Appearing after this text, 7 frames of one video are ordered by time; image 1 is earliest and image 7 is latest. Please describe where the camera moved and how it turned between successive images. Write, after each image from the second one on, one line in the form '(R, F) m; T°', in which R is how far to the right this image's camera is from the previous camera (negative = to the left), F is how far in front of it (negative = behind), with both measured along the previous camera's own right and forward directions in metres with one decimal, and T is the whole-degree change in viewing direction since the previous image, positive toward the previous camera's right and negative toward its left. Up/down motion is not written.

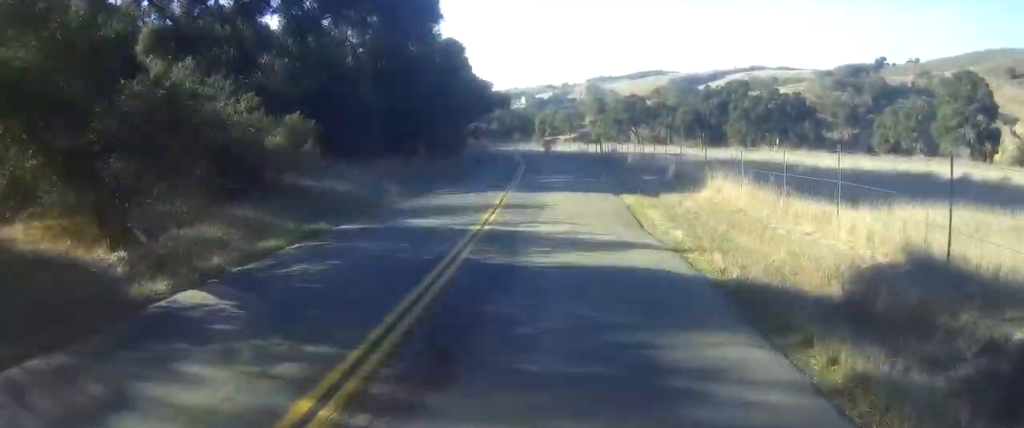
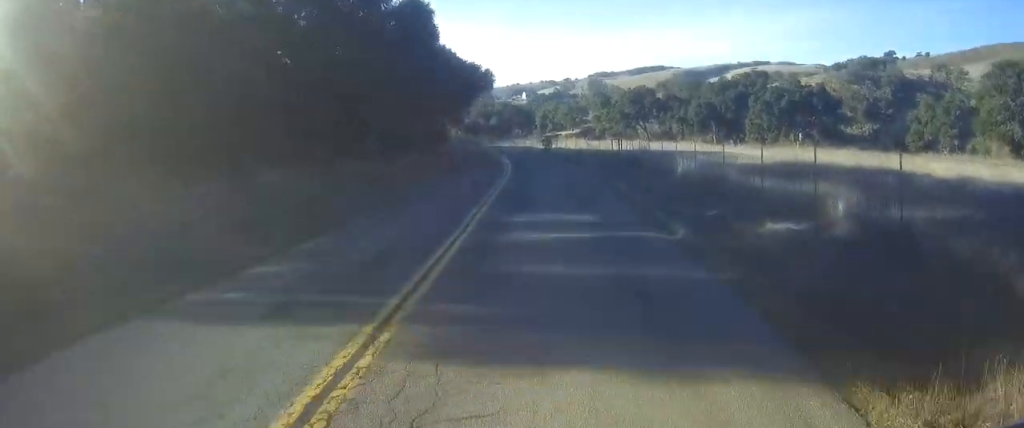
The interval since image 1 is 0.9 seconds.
(0.0, +17.3) m; 0°
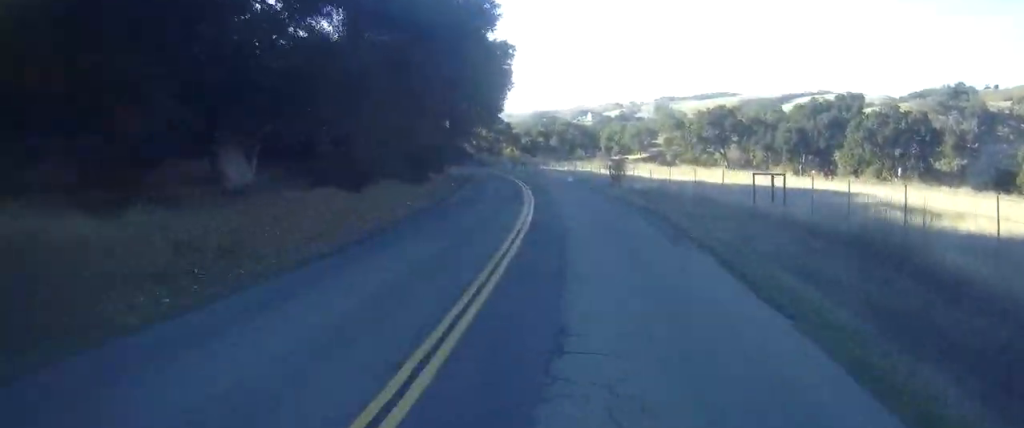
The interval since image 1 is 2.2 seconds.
(+0.1, +25.1) m; -2°
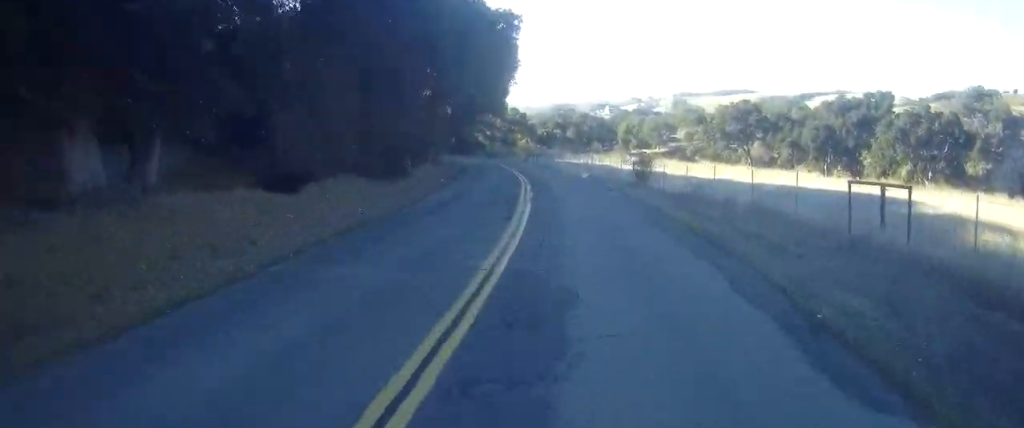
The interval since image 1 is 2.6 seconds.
(-0.1, +7.3) m; -1°
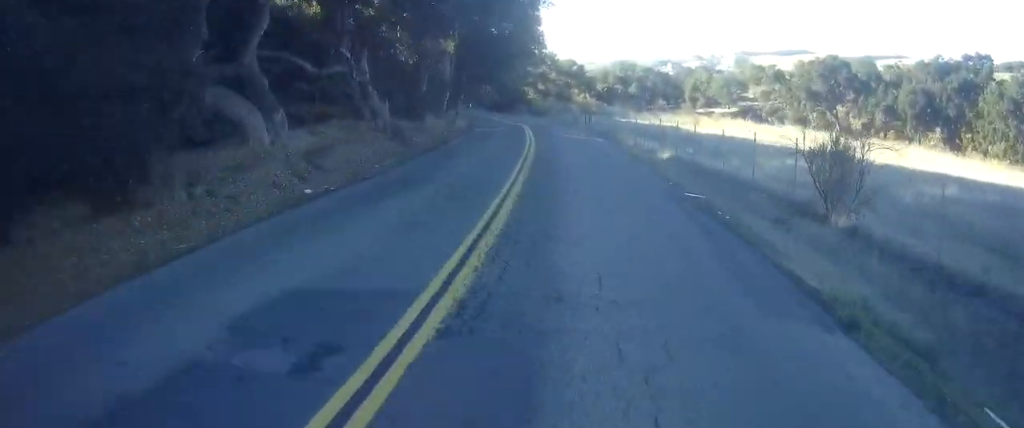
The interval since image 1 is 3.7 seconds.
(-0.8, +21.3) m; -3°
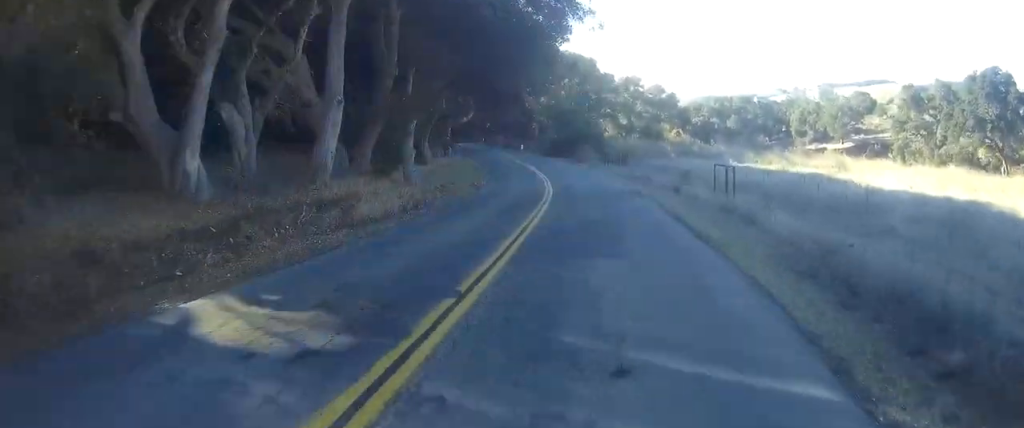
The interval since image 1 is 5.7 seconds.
(-2.4, +37.2) m; -10°
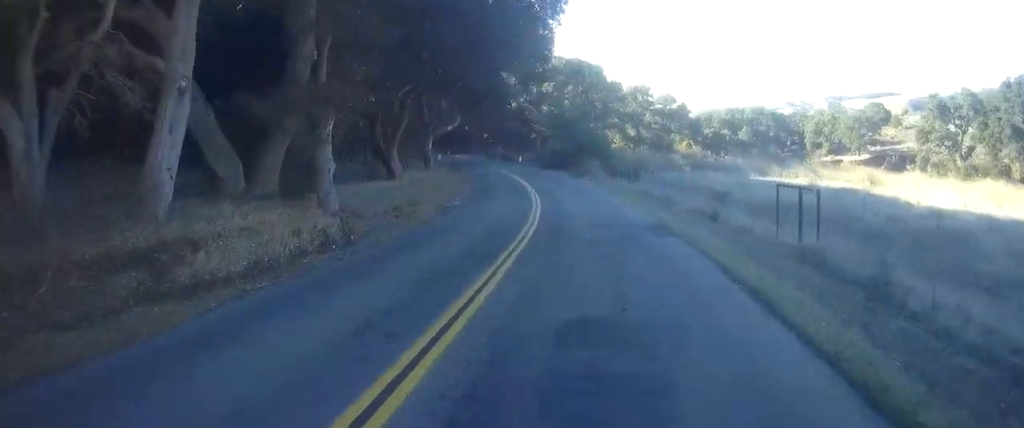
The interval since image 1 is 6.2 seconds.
(-0.5, +8.5) m; -2°
